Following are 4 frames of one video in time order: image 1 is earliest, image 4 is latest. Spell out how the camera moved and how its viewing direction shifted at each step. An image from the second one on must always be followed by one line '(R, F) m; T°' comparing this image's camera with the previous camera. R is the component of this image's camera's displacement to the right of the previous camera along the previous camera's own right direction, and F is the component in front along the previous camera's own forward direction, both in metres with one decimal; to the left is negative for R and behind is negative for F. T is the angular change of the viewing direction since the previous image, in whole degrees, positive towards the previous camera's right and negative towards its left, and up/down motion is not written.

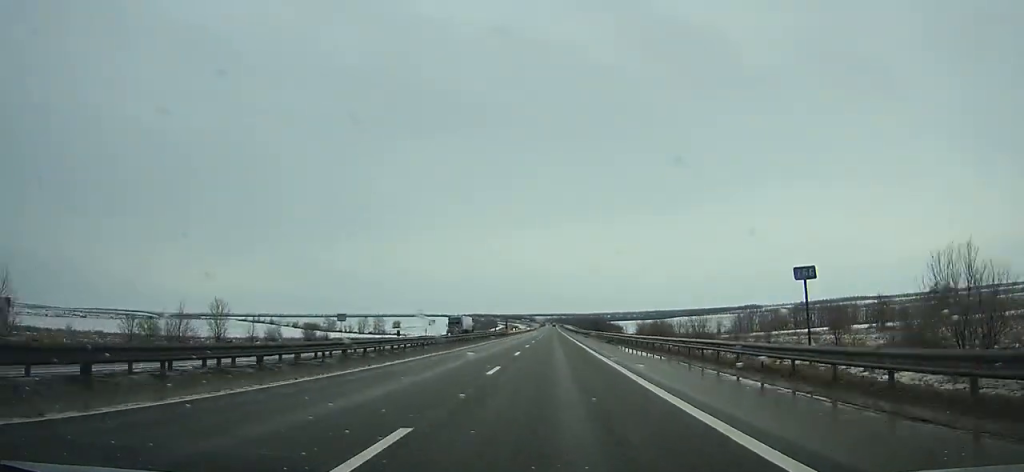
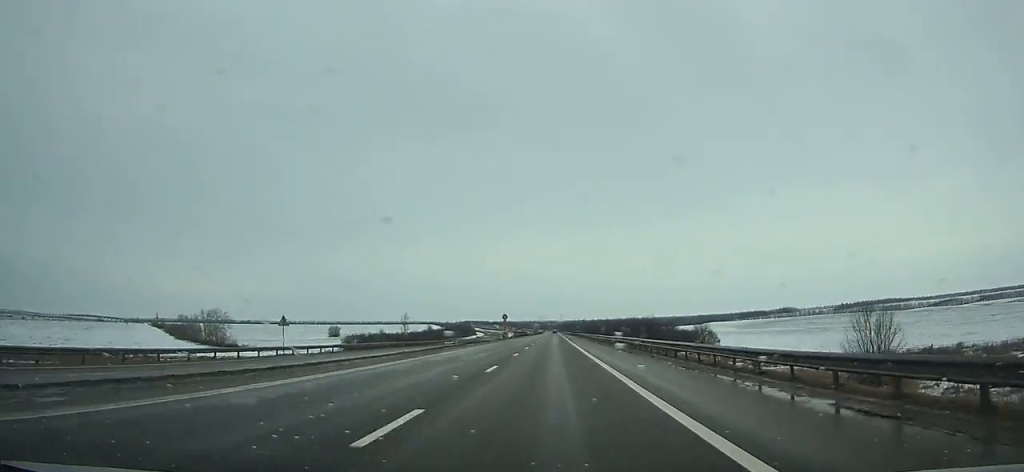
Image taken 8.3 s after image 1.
(-0.1, +224.7) m; 0°
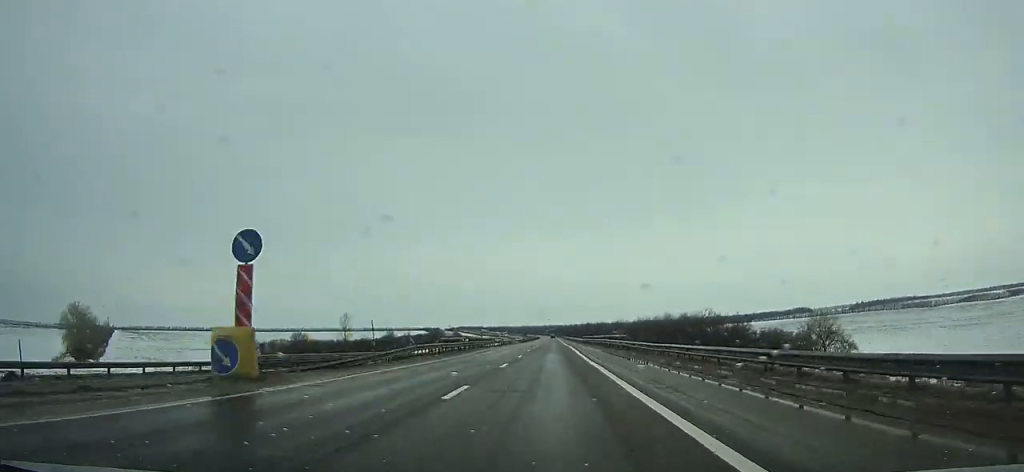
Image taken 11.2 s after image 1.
(0.0, +77.3) m; 0°
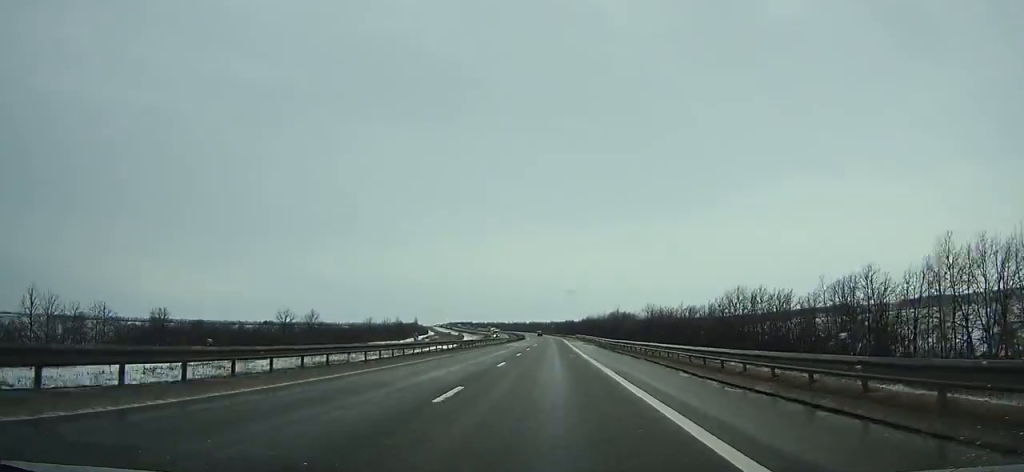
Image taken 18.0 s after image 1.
(0.0, +181.2) m; 0°
